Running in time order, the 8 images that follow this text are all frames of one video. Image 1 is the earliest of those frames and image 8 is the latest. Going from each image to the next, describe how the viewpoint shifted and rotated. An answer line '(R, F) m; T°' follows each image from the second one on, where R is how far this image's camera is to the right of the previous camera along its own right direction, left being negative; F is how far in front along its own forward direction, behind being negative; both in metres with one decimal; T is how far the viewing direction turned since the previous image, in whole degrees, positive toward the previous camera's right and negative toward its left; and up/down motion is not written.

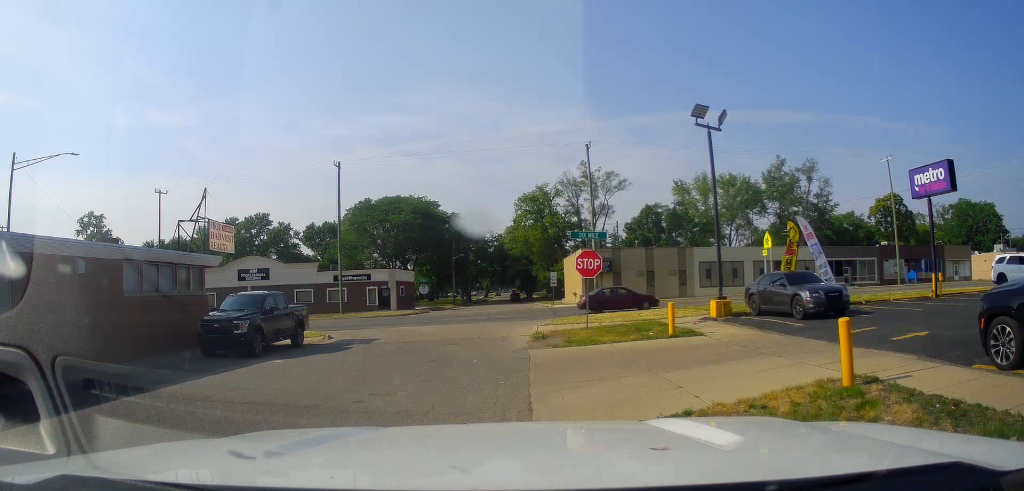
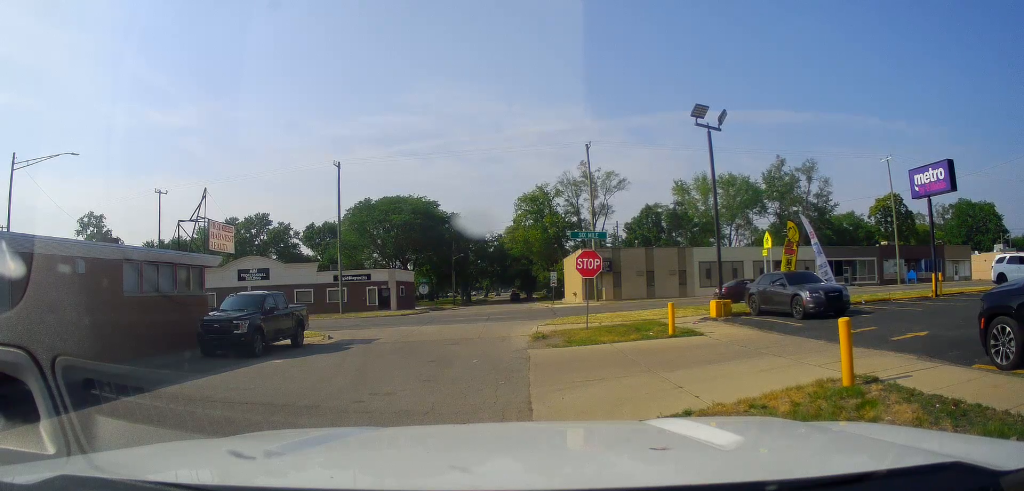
(0.0, 0.0) m; 0°
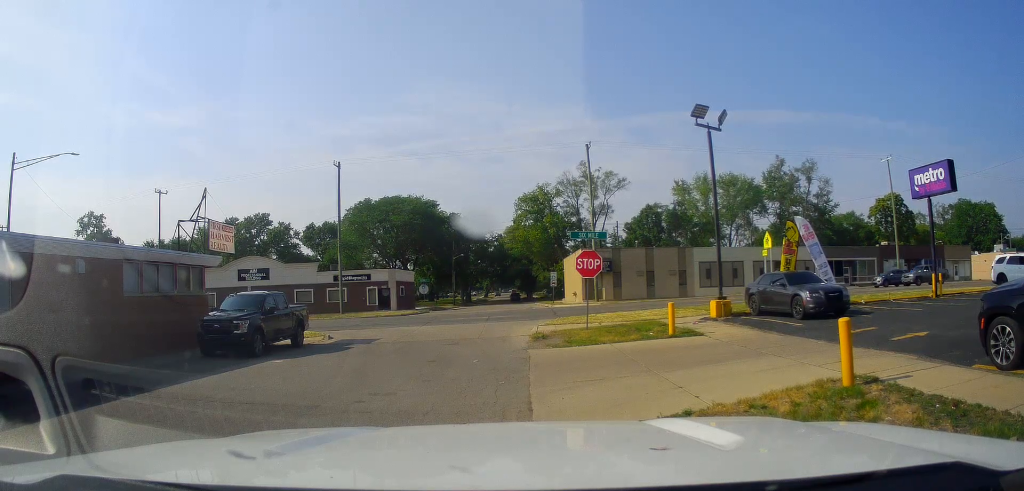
(0.0, 0.0) m; 0°
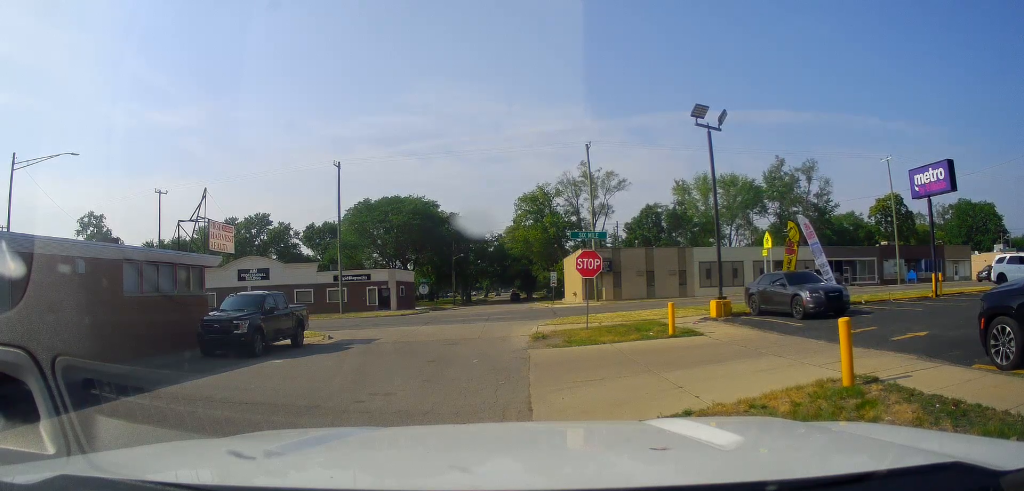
(0.0, 0.0) m; 0°
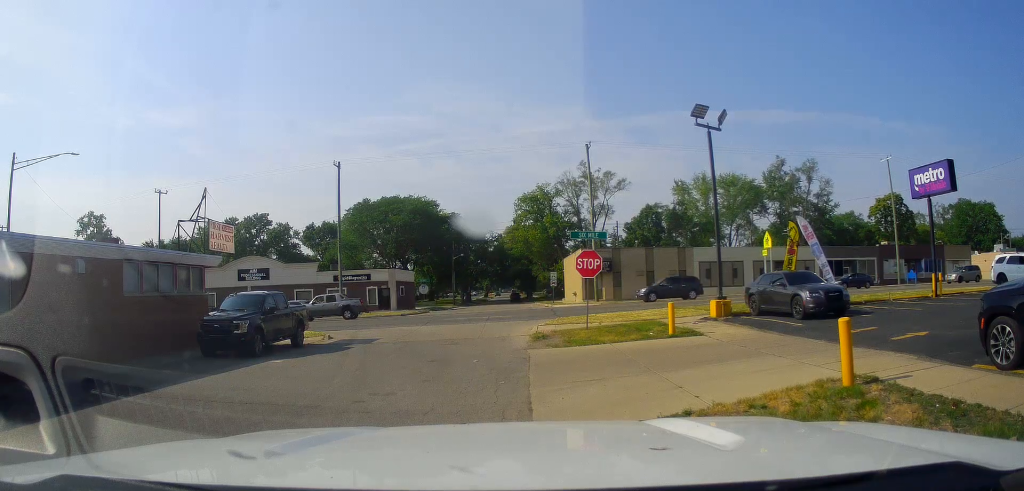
(0.0, 0.0) m; 0°
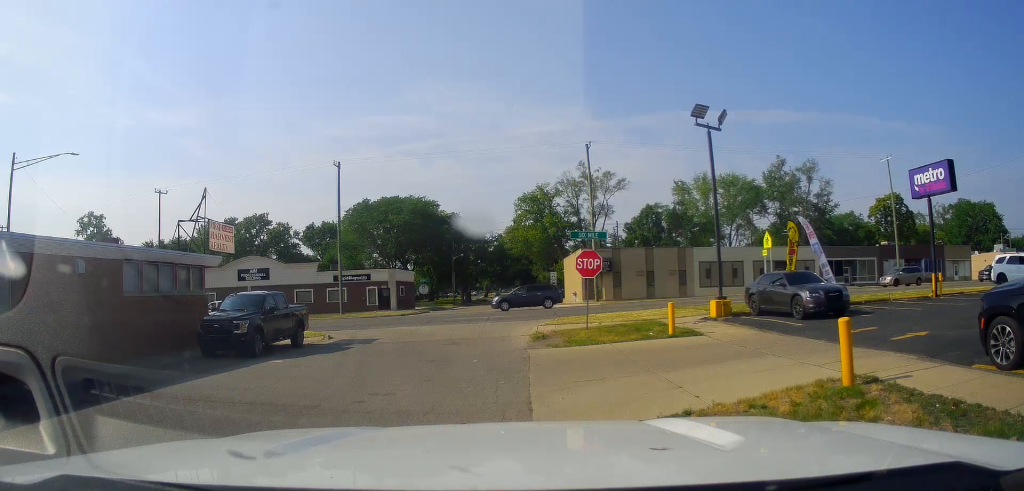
(0.0, 0.0) m; 0°
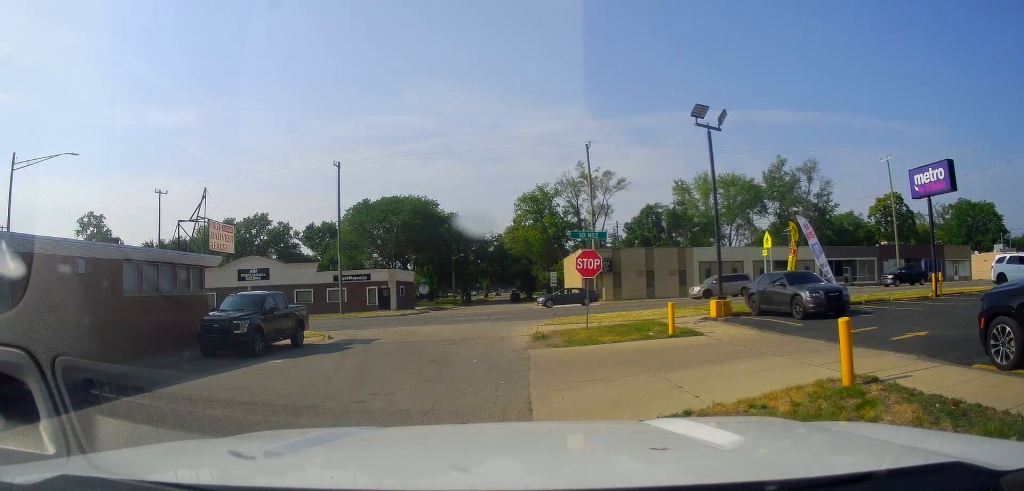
(0.0, 0.0) m; 0°
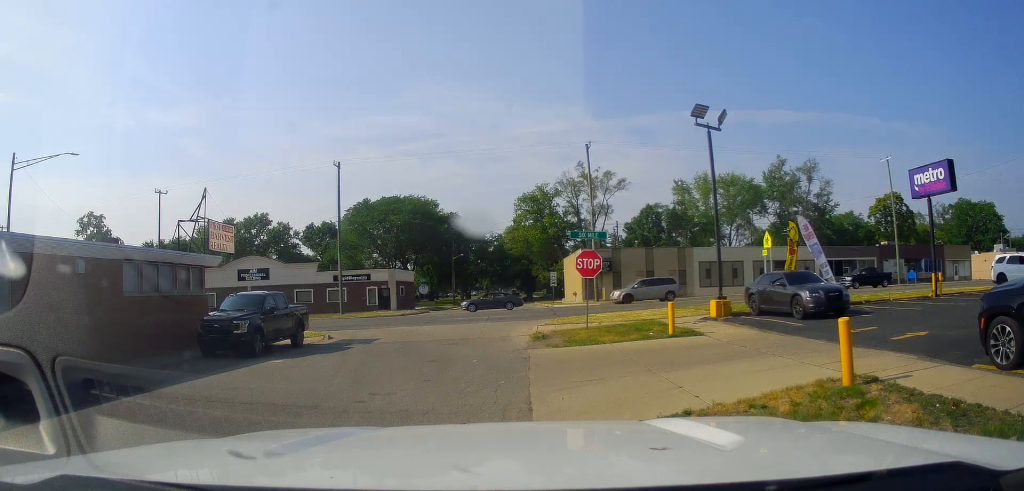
(0.0, 0.0) m; 0°
